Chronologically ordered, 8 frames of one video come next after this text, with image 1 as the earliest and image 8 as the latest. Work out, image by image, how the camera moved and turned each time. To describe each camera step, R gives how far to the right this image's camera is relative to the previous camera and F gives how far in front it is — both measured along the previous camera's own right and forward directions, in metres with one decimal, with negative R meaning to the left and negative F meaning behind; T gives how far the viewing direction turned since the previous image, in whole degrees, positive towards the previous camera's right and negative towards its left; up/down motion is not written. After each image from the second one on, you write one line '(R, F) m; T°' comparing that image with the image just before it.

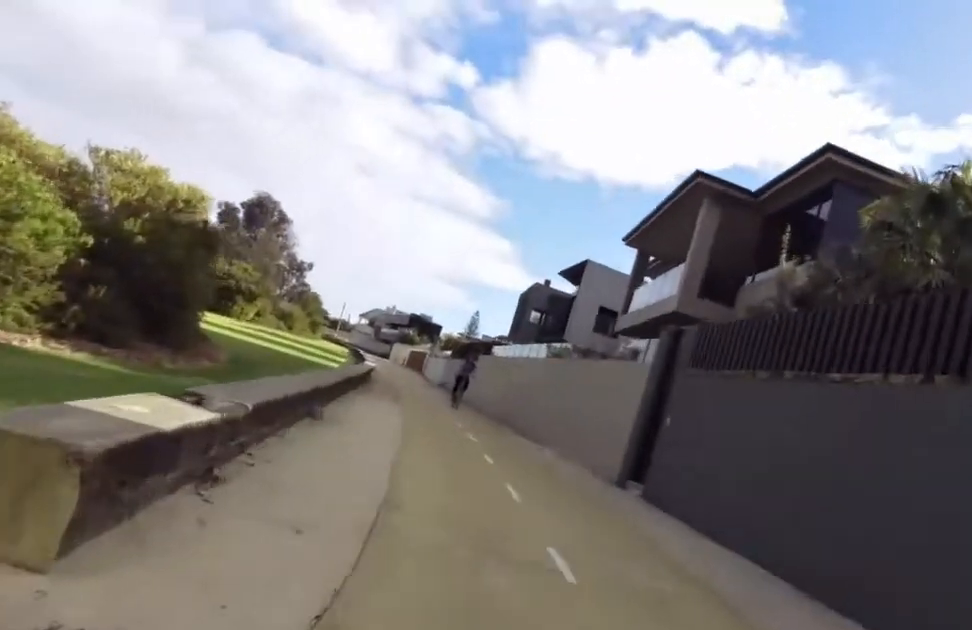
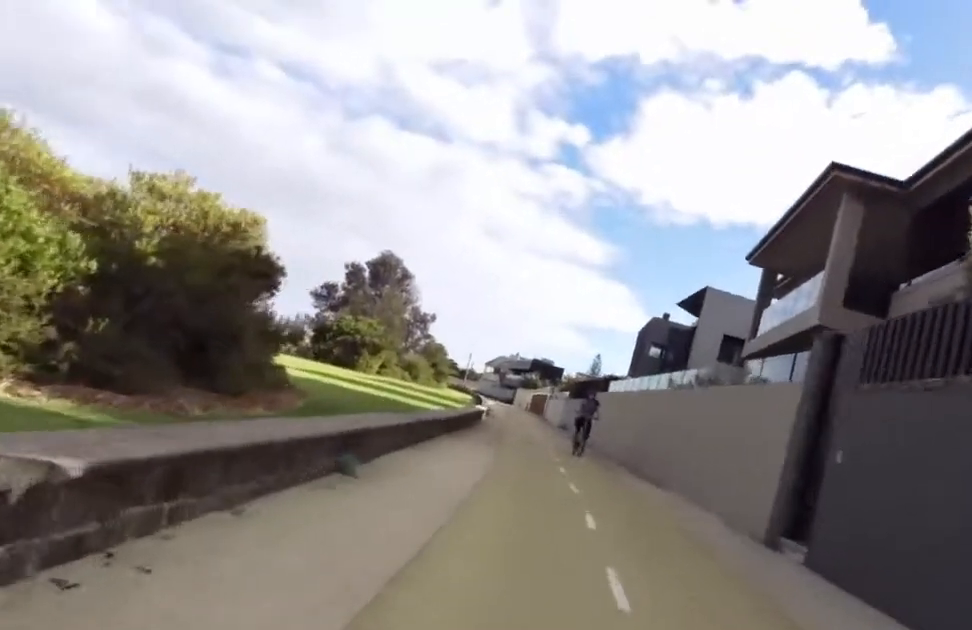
(-0.2, +3.0) m; -5°
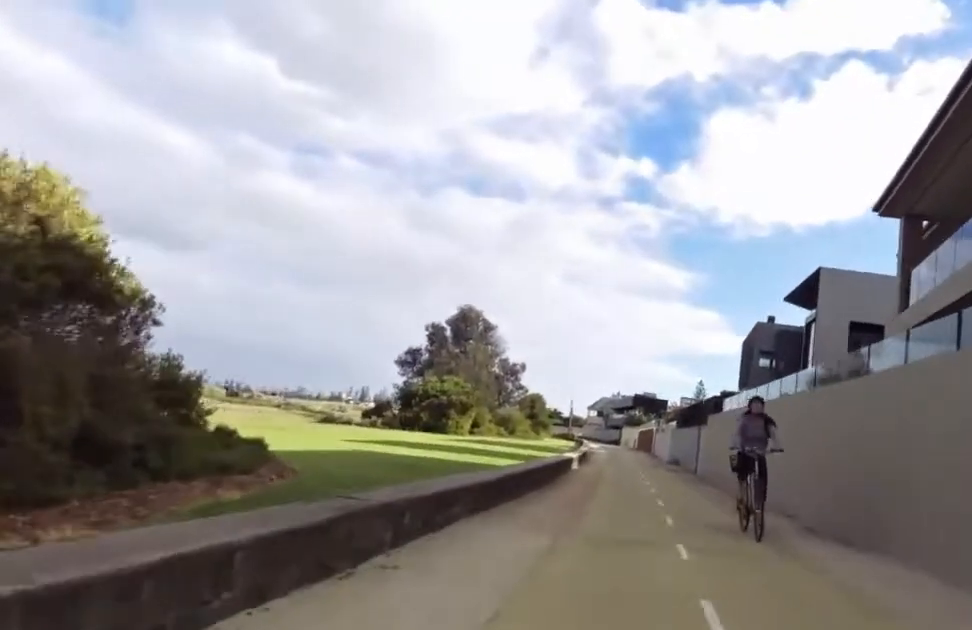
(-0.4, +6.0) m; -8°
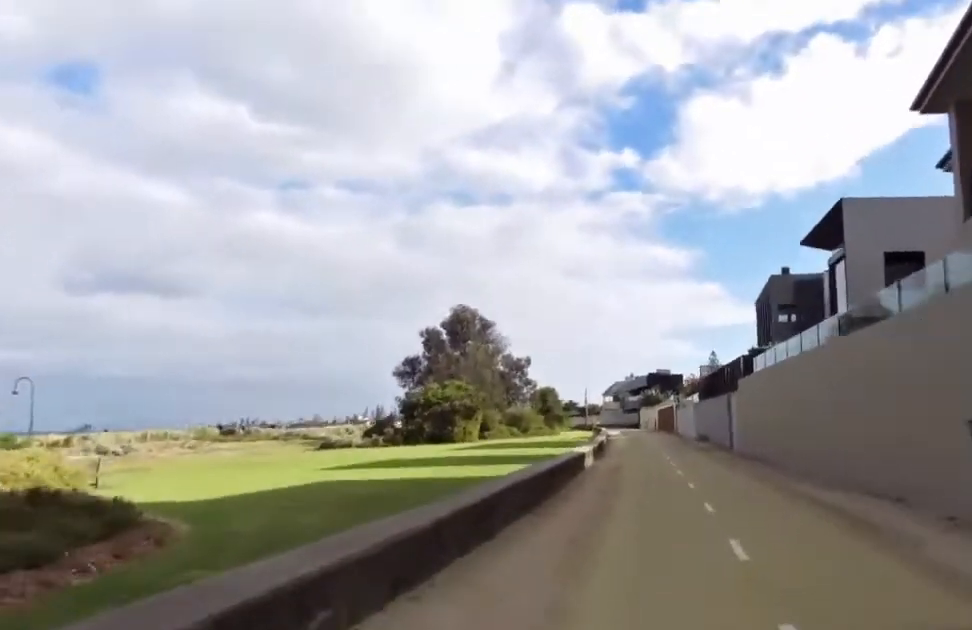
(0.0, +4.2) m; -5°
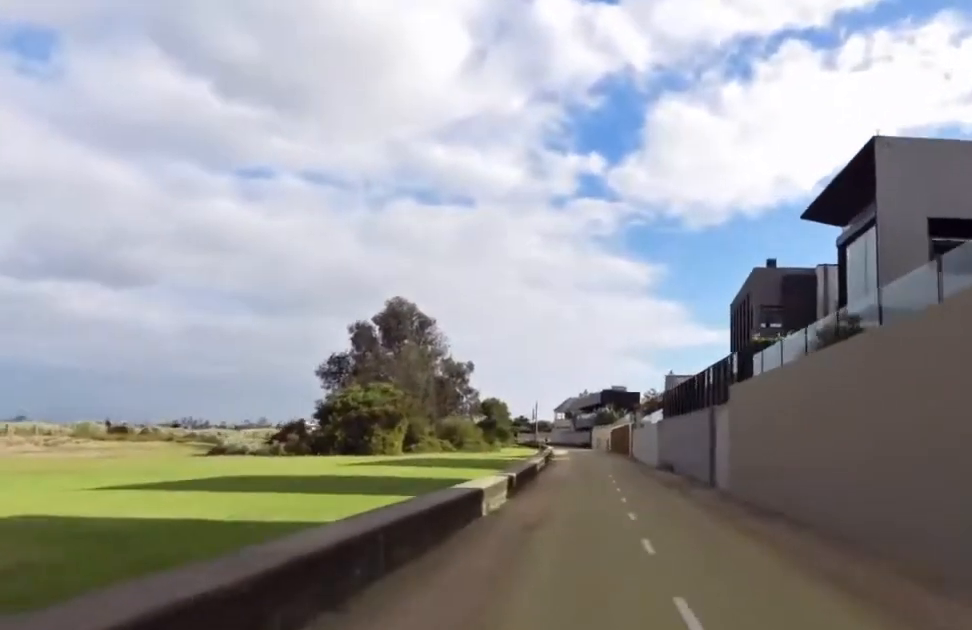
(-0.8, +7.2) m; -7°
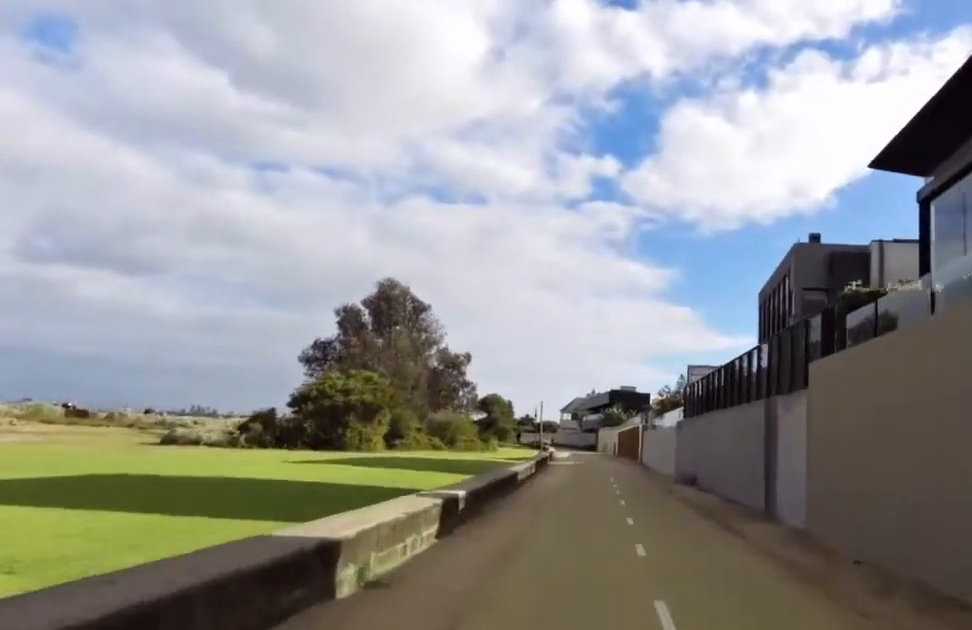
(-0.1, +5.9) m; 0°
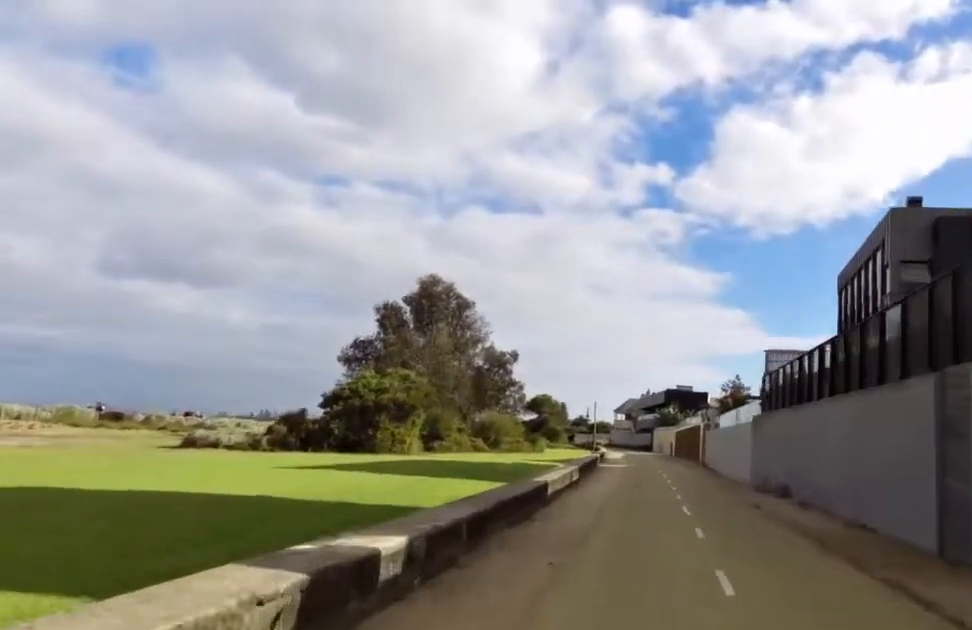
(0.0, +4.8) m; 0°
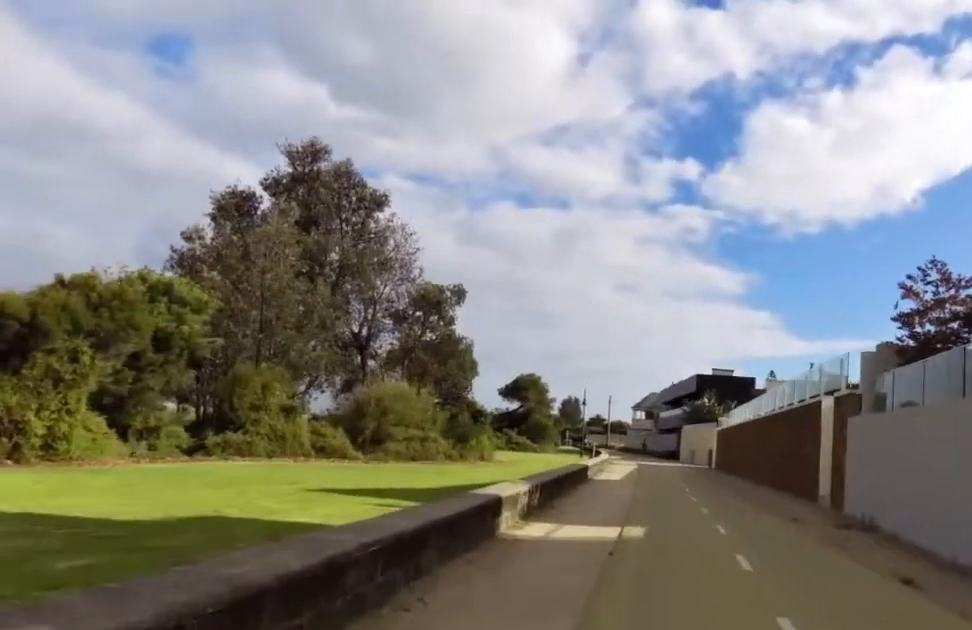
(0.0, +25.7) m; 0°
